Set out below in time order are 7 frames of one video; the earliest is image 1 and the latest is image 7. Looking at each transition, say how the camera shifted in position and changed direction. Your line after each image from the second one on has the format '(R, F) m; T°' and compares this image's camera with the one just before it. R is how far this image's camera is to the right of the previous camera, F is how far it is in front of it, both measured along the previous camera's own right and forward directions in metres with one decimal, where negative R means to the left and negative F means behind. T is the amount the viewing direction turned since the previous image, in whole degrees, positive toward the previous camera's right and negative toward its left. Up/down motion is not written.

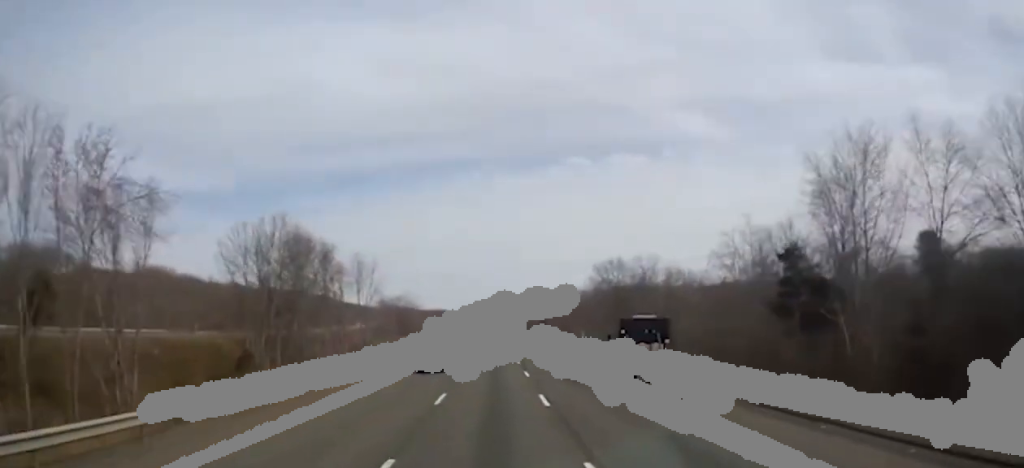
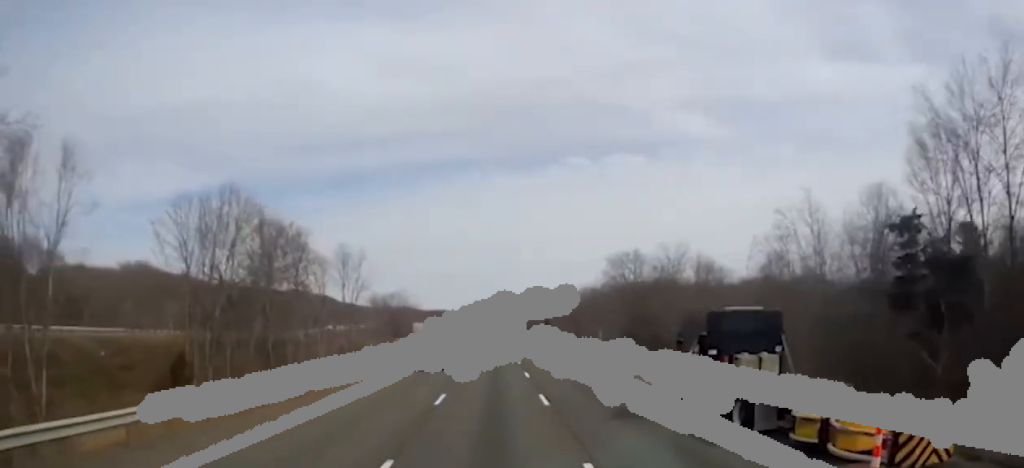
(-0.1, +11.8) m; -1°
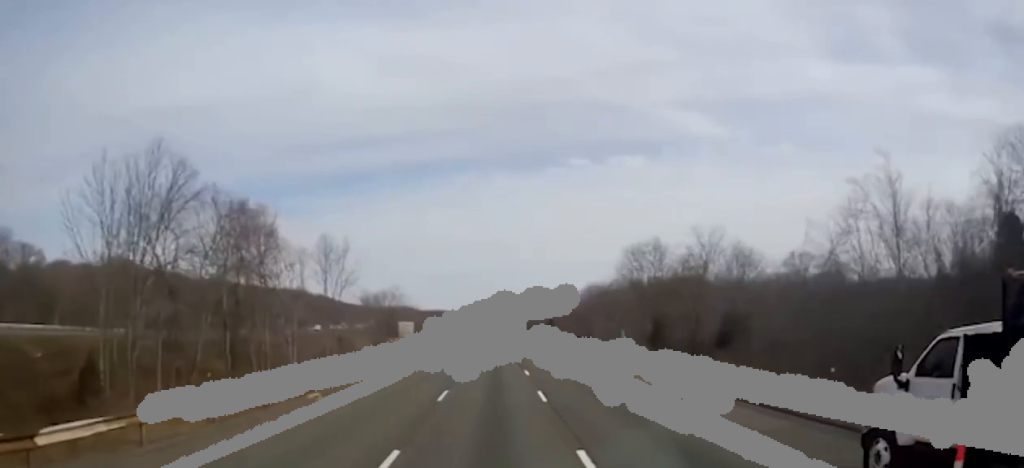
(-0.1, +10.9) m; 0°
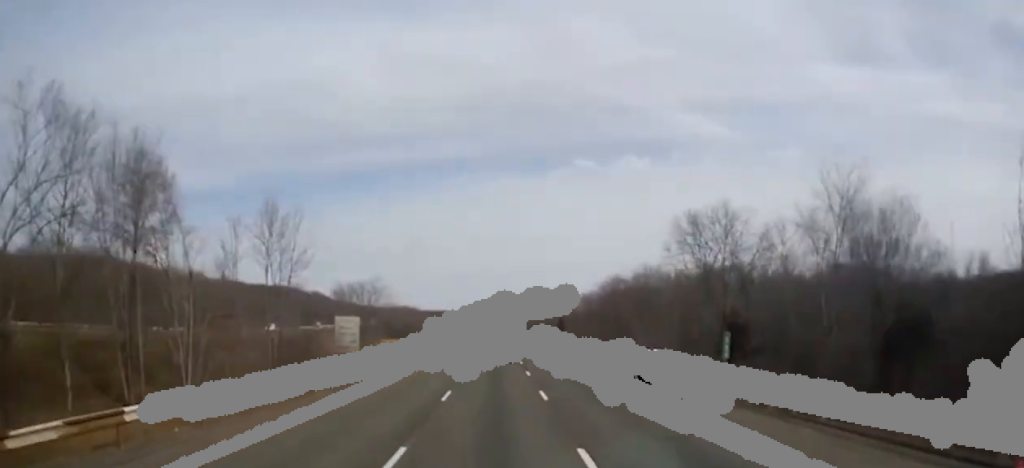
(+0.5, +23.5) m; +1°
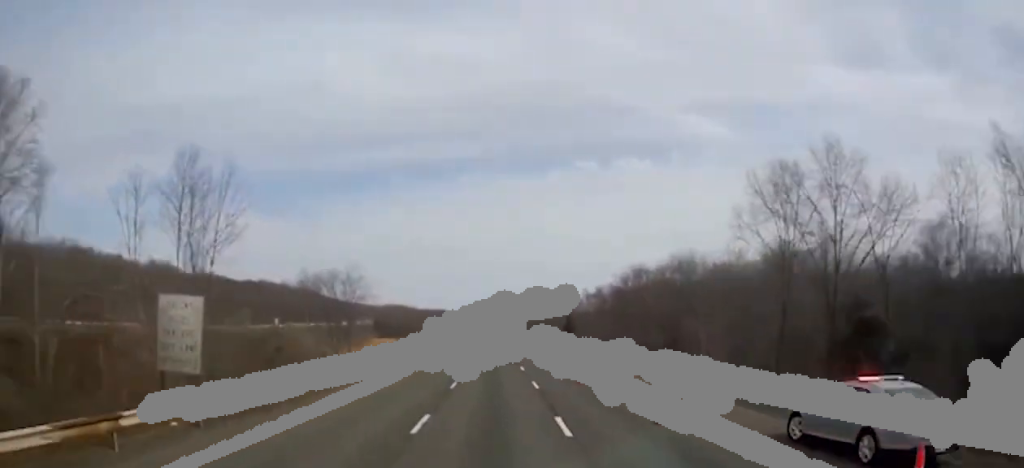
(-0.7, +19.5) m; -2°
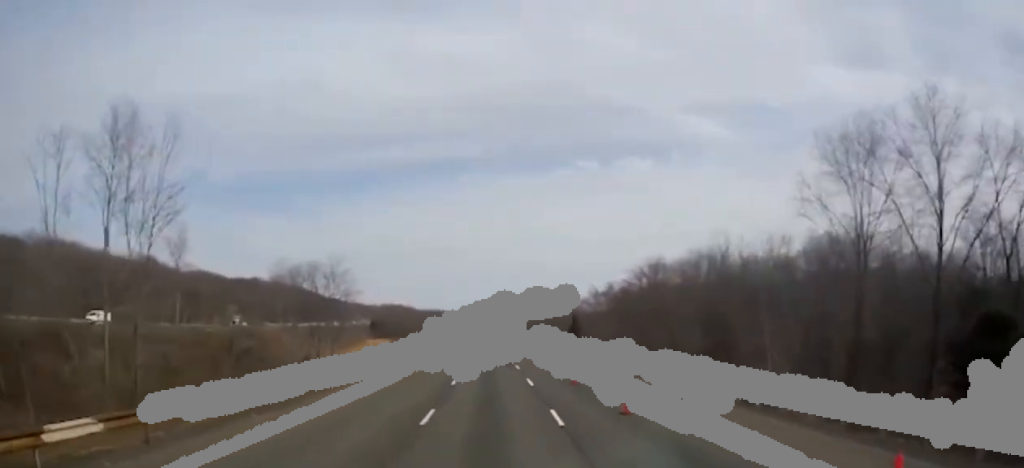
(0.0, +10.2) m; +1°
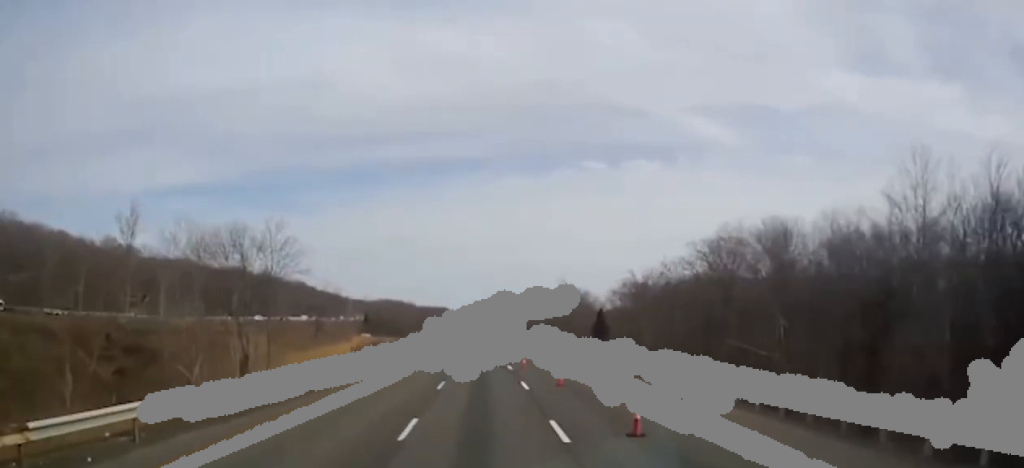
(+0.2, +27.0) m; 0°
